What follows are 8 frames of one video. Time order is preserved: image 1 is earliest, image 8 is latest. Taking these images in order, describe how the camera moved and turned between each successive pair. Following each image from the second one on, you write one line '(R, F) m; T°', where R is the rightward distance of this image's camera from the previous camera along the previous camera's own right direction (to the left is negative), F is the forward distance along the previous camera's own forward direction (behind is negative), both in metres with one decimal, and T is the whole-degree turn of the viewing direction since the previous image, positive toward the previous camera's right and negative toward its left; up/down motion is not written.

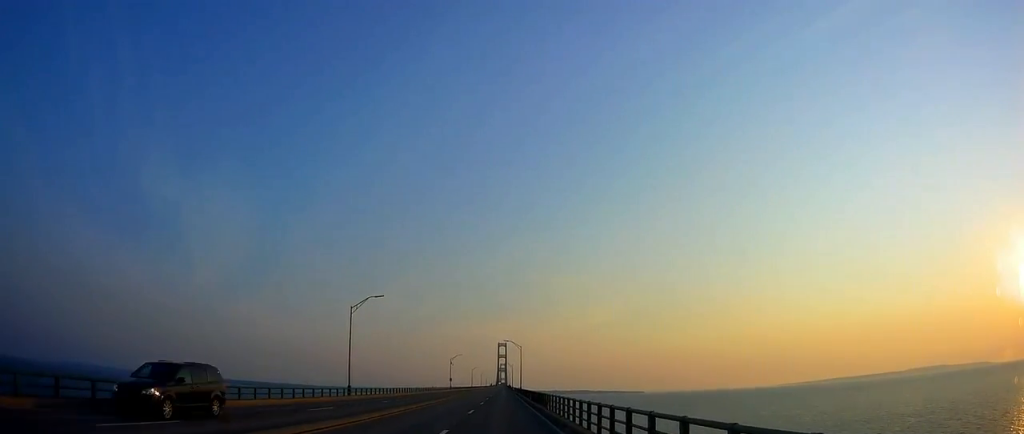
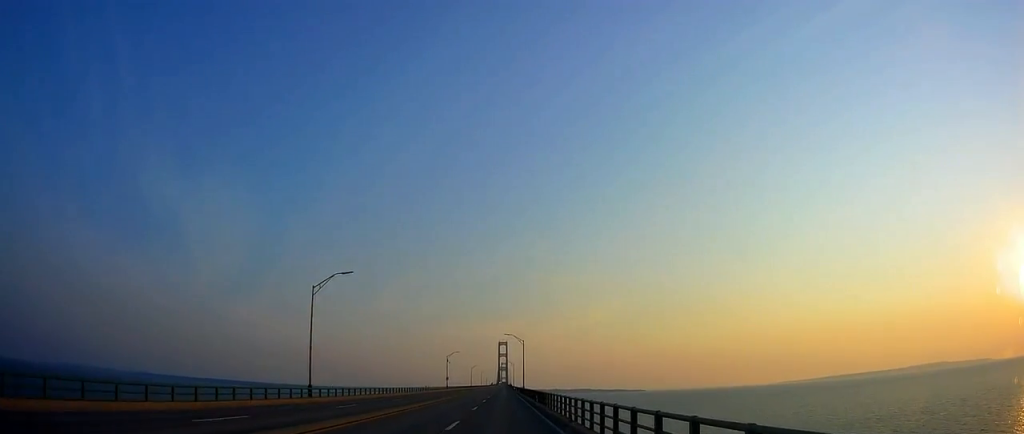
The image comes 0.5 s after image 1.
(0.0, +10.7) m; -1°
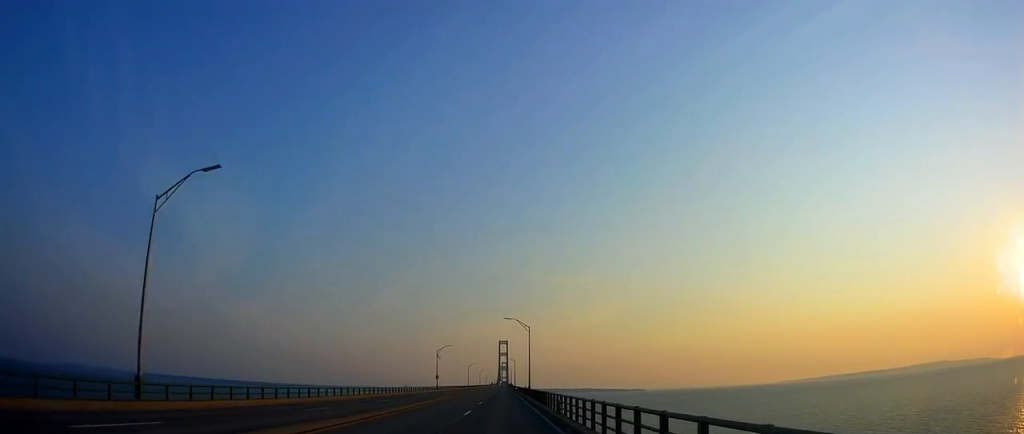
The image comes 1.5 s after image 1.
(-0.5, +20.5) m; 0°
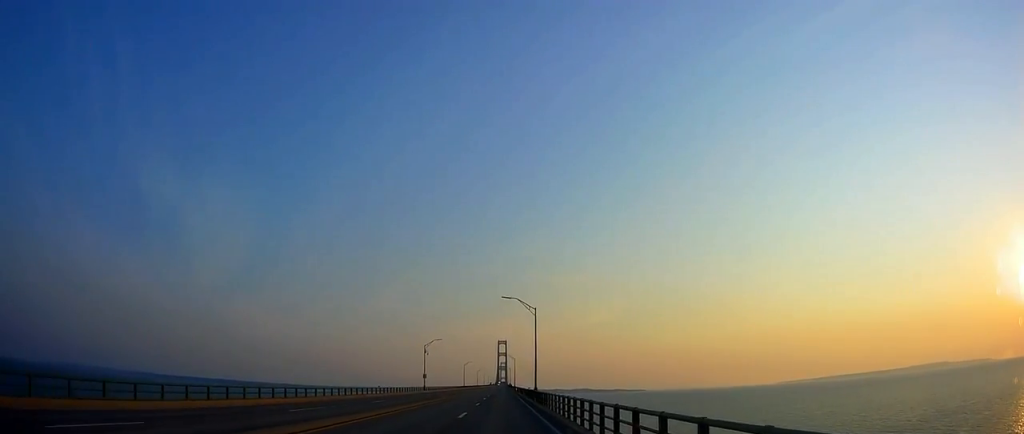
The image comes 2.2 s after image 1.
(+0.4, +16.4) m; +1°
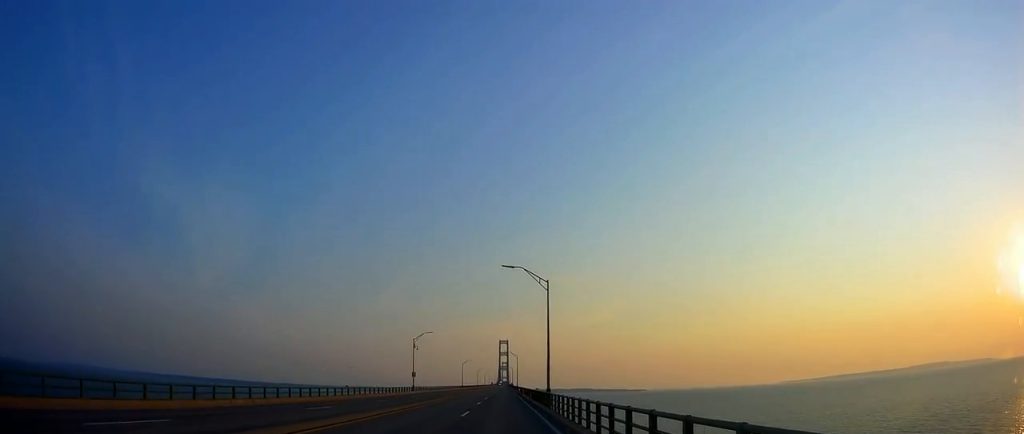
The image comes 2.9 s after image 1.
(+0.1, +13.6) m; 0°
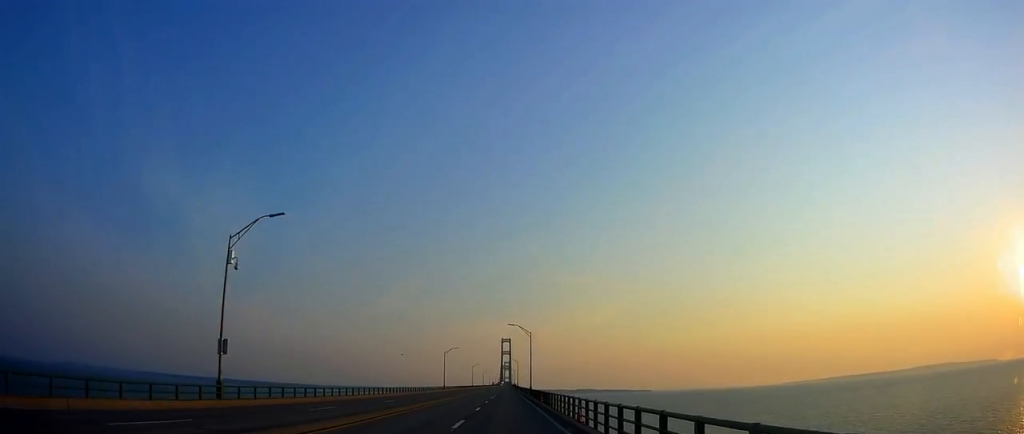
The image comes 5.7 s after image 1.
(-1.4, +61.4) m; -1°
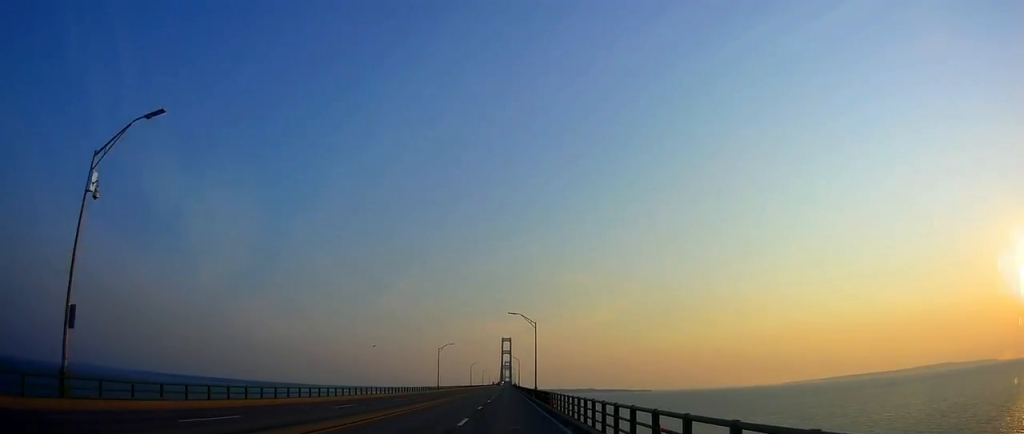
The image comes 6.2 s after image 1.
(+0.3, +11.5) m; +1°
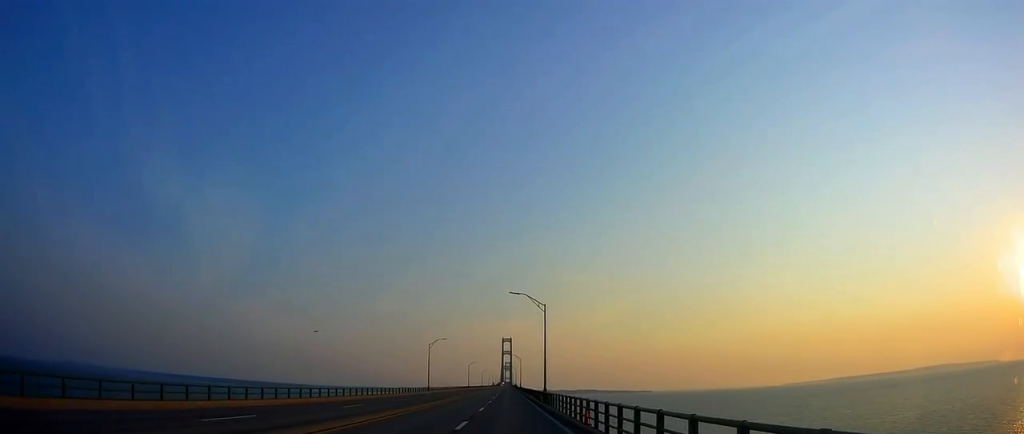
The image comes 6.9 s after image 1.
(+0.1, +14.4) m; -1°
